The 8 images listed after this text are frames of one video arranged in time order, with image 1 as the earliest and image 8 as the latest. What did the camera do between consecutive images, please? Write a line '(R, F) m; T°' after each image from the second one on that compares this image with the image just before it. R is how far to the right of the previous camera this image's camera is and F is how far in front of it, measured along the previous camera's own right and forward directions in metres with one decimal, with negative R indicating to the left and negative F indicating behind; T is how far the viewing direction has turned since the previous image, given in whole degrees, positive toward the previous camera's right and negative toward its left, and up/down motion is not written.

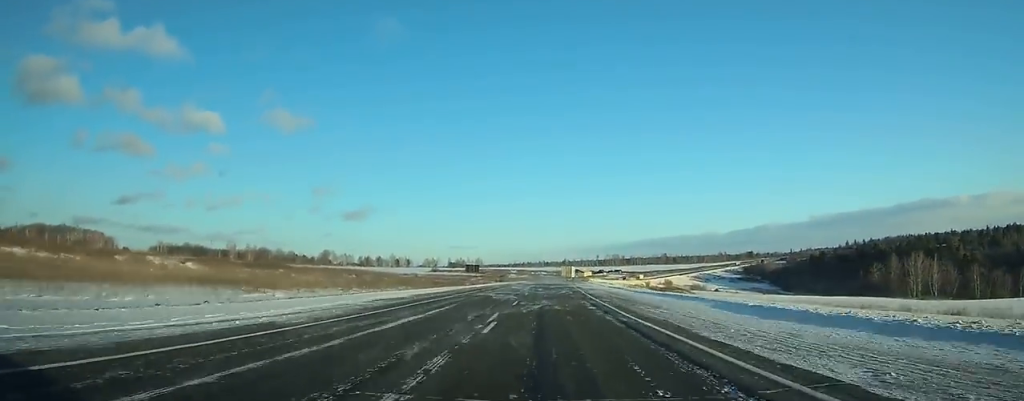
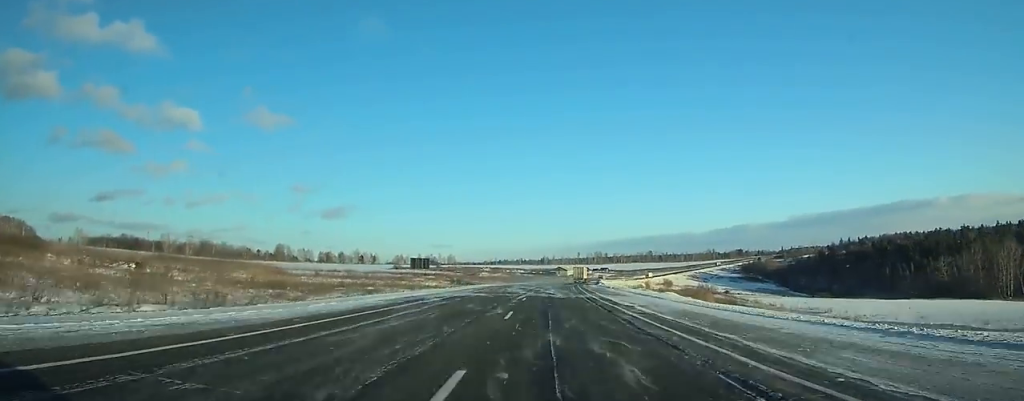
(+0.3, +67.5) m; +2°
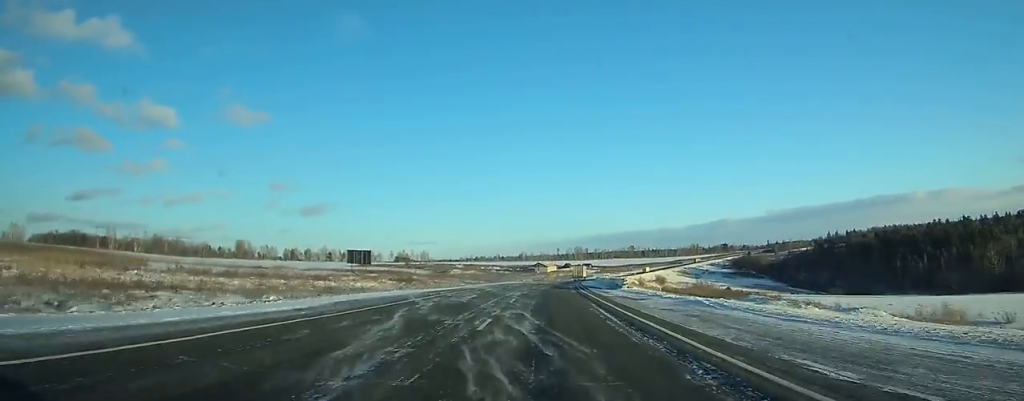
(+0.6, +40.3) m; +2°
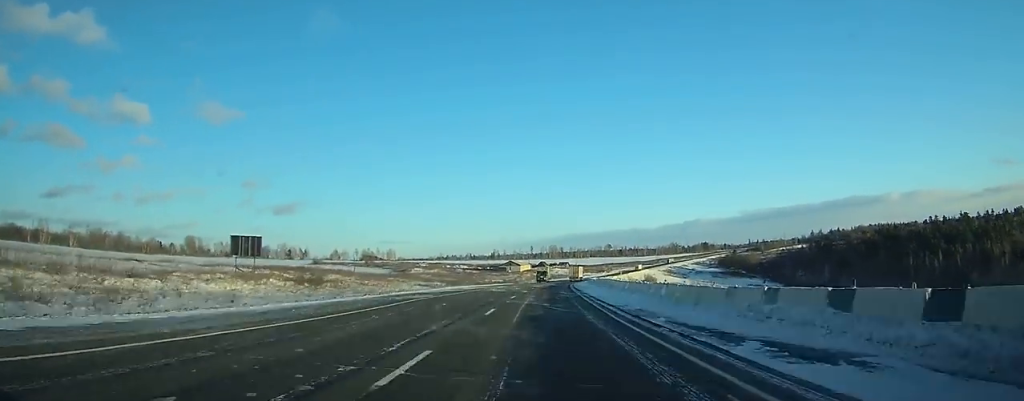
(+0.8, +43.0) m; +2°
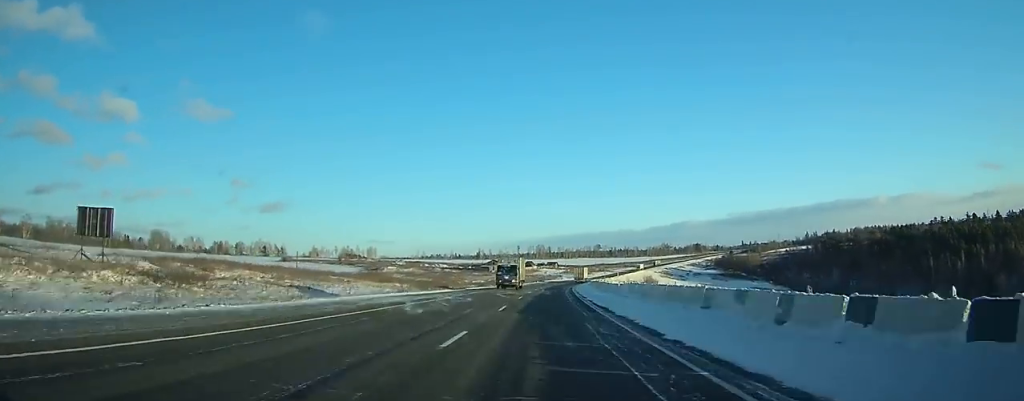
(+0.3, +32.2) m; +1°
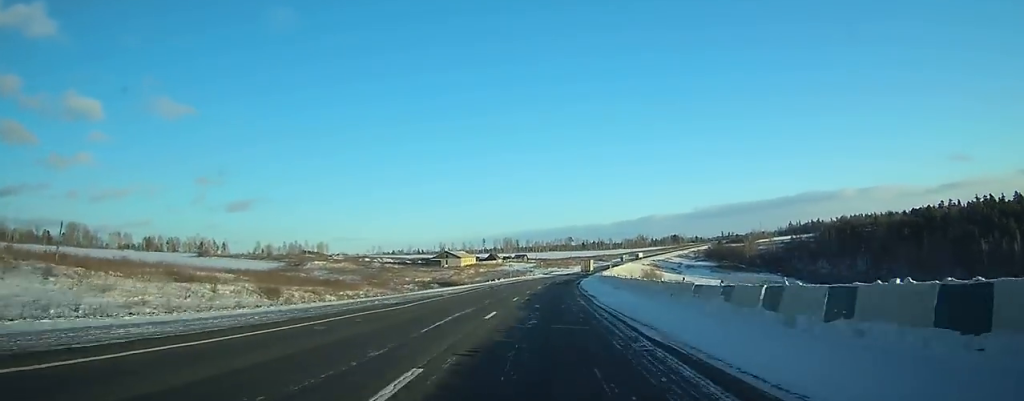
(+1.3, +64.6) m; +3°
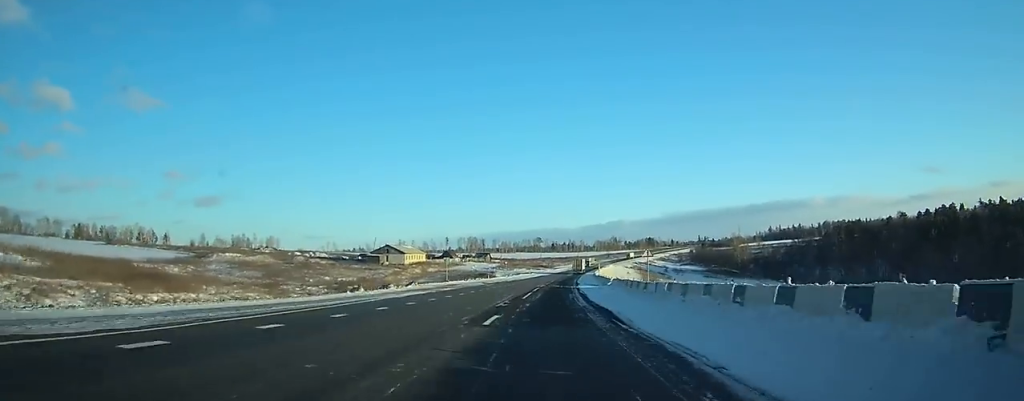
(+1.4, +49.9) m; +3°
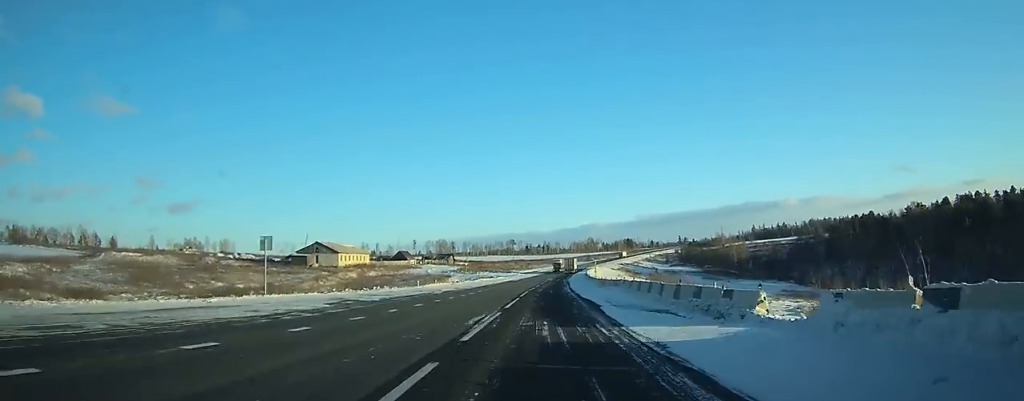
(+1.1, +42.7) m; +3°
